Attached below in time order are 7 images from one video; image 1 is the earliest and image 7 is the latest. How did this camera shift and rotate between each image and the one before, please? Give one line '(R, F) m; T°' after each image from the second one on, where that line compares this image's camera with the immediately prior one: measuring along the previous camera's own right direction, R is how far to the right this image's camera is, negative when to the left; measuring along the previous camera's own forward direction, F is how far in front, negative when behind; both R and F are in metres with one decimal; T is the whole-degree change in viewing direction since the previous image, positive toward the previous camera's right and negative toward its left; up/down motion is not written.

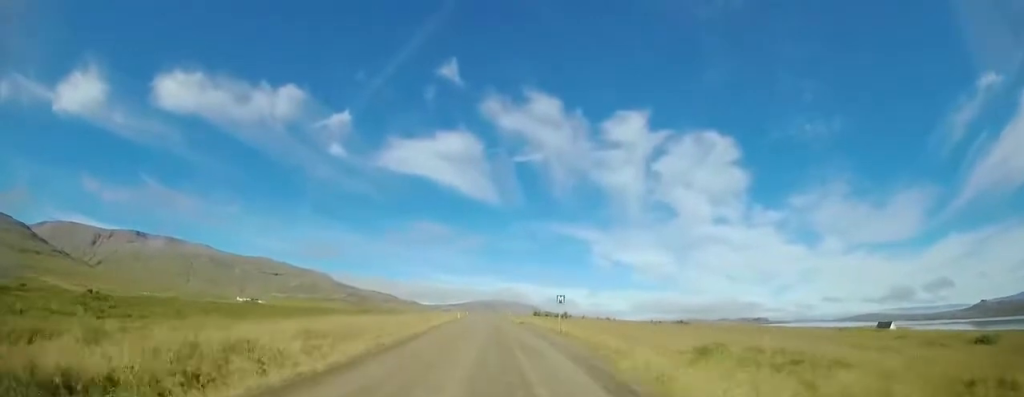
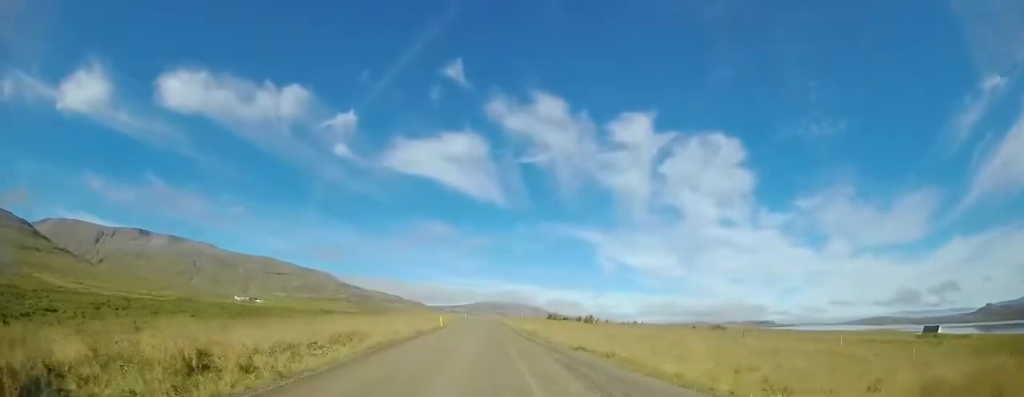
(-0.6, +25.5) m; -3°
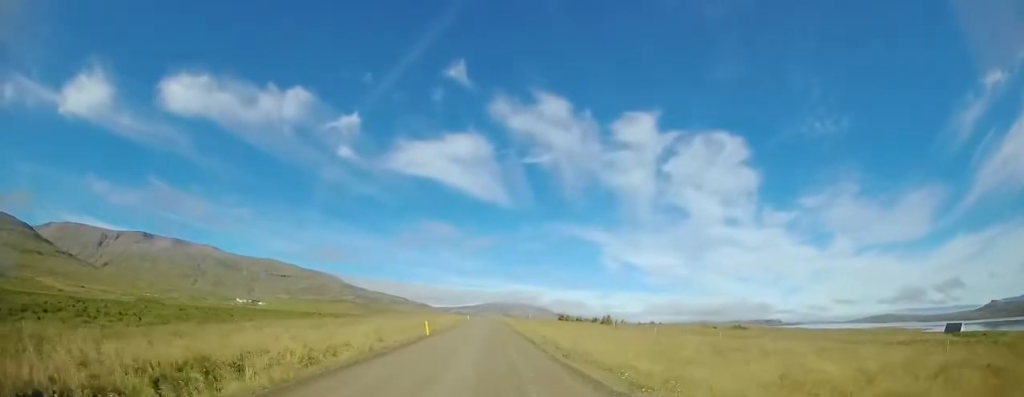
(-0.1, +9.9) m; -1°
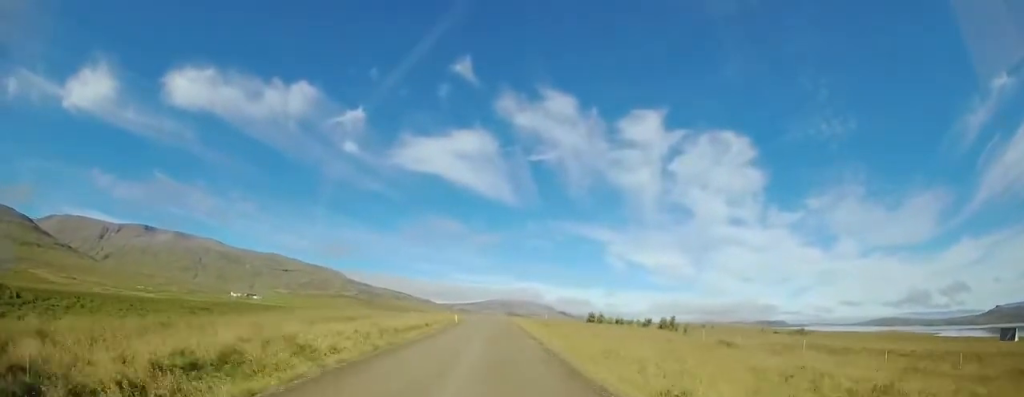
(-0.6, +29.7) m; -1°
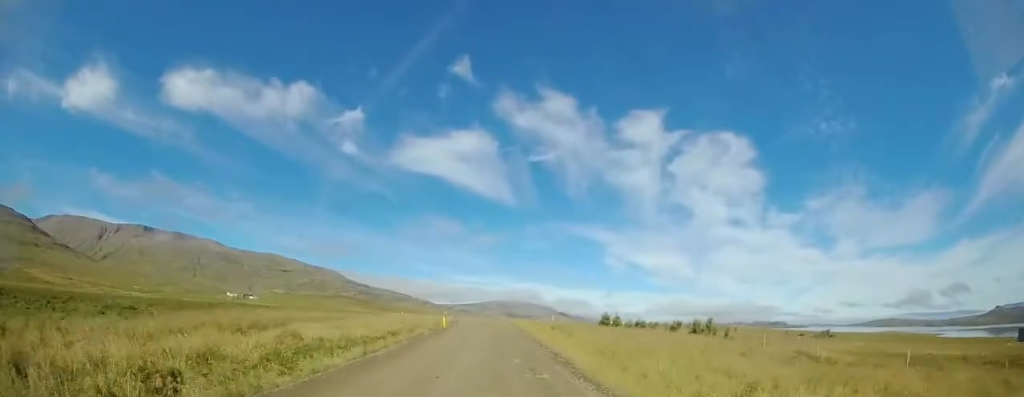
(+0.2, +10.4) m; +1°
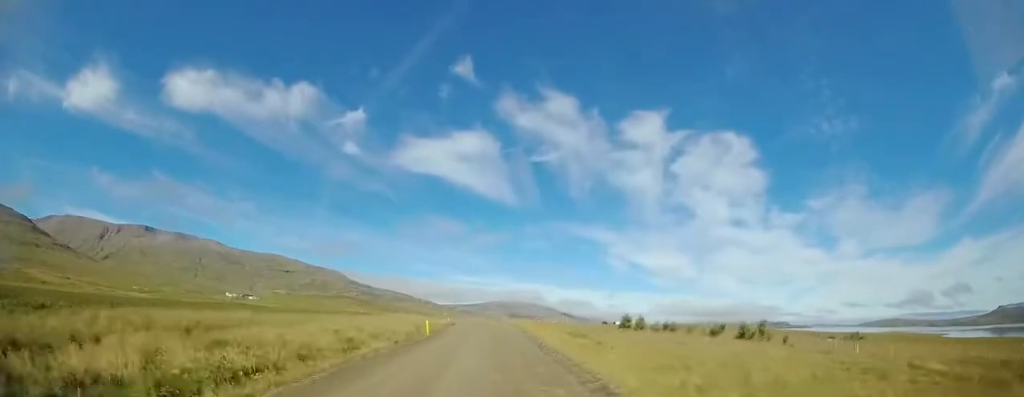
(+0.1, +9.8) m; 0°
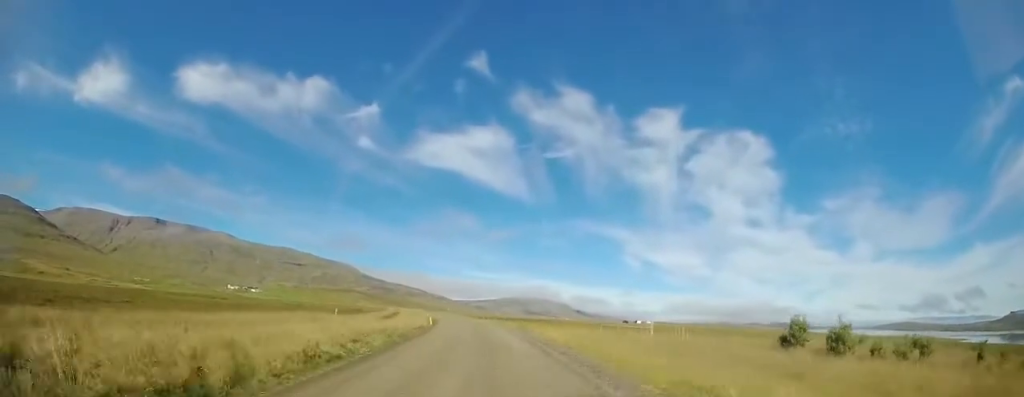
(-0.5, +34.4) m; -3°
